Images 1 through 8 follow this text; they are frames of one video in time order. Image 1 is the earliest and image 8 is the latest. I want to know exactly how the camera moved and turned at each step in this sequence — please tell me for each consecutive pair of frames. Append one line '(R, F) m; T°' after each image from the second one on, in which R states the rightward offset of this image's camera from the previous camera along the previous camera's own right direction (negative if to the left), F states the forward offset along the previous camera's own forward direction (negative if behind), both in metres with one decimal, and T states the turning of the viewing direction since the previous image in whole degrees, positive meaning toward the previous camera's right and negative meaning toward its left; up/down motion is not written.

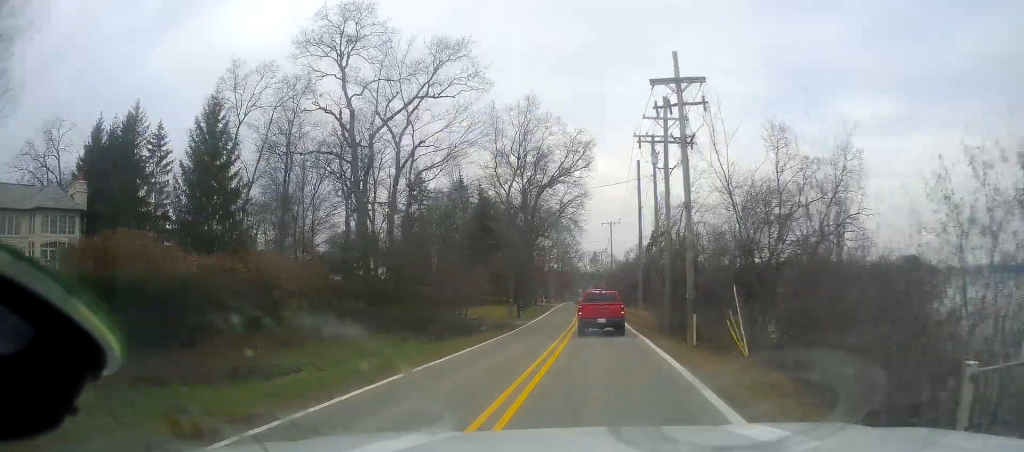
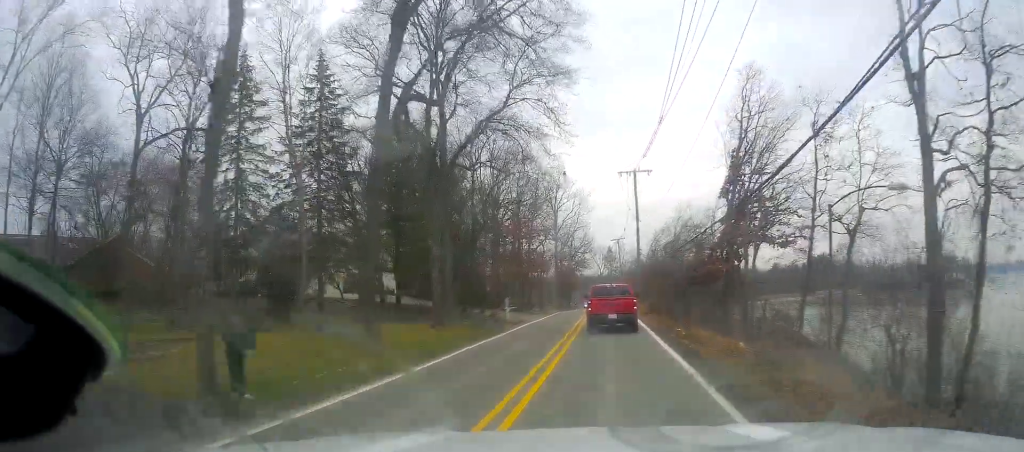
(+0.6, +39.5) m; 0°
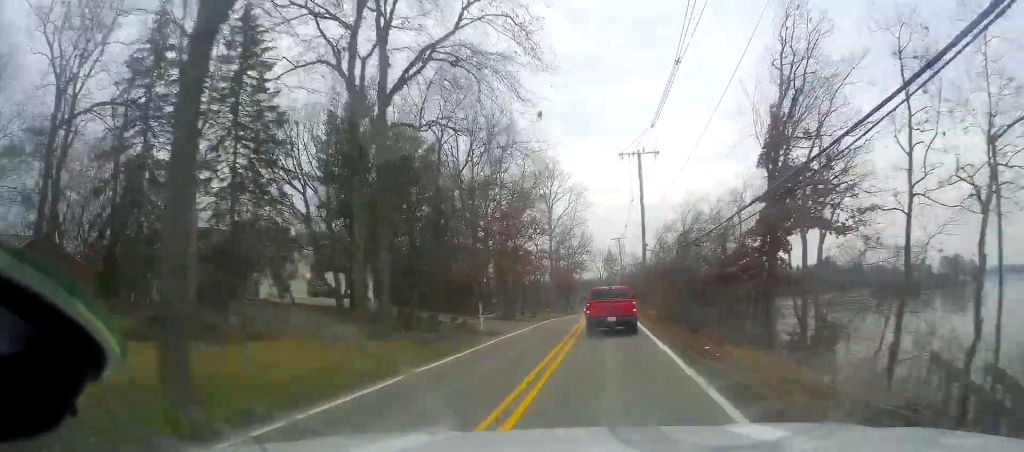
(-0.2, +8.1) m; -2°
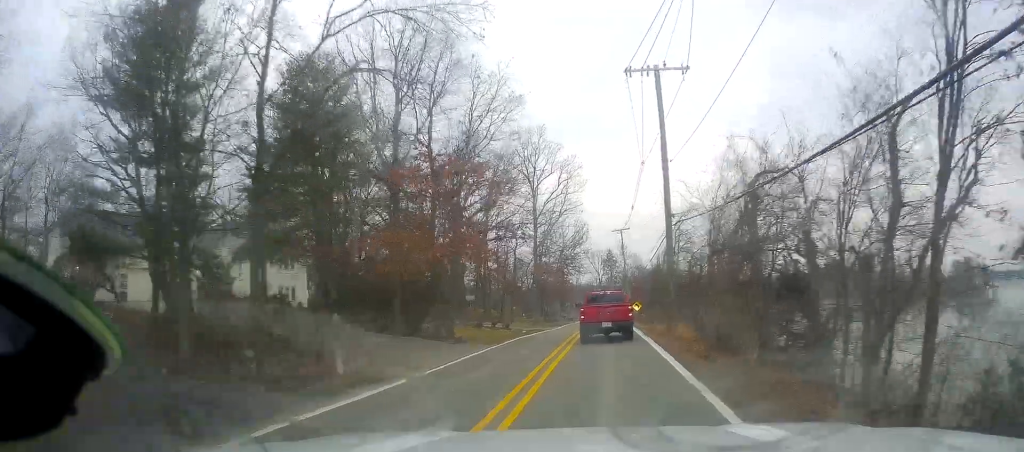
(-0.3, +17.4) m; 0°
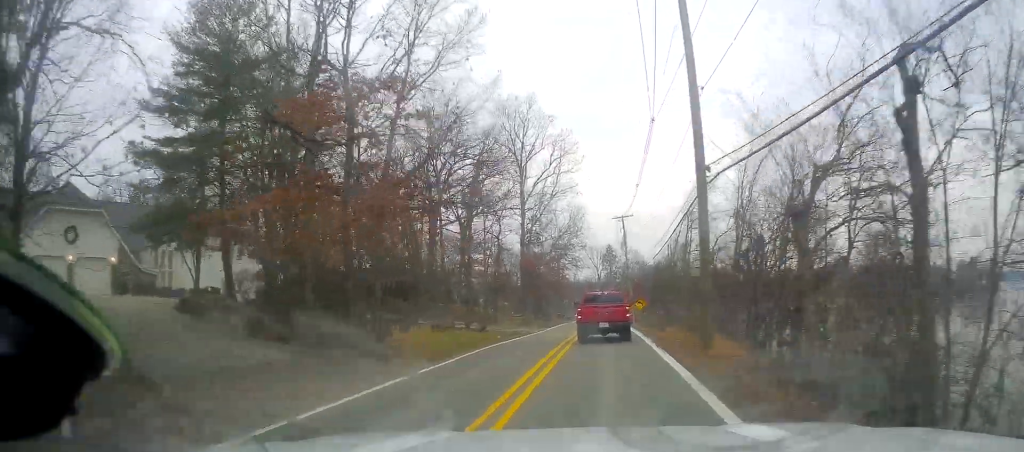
(+0.1, +9.0) m; +2°
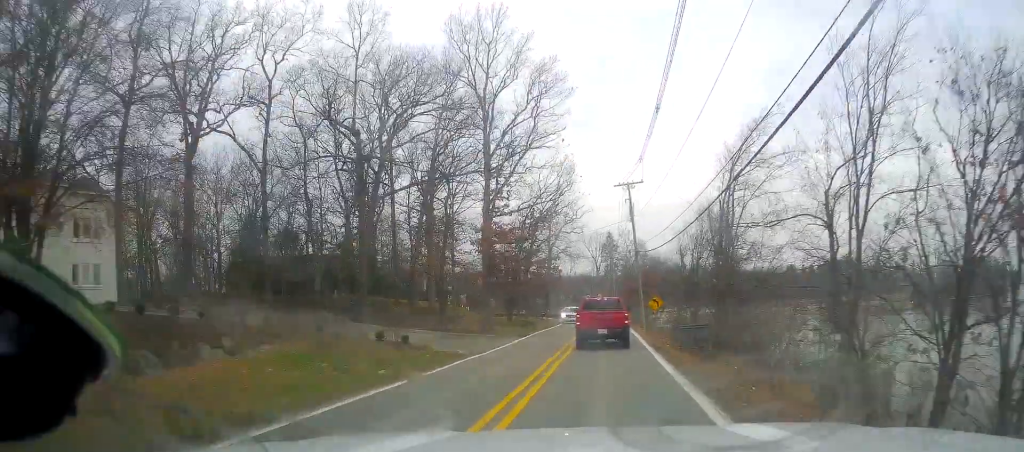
(+0.4, +16.6) m; +2°
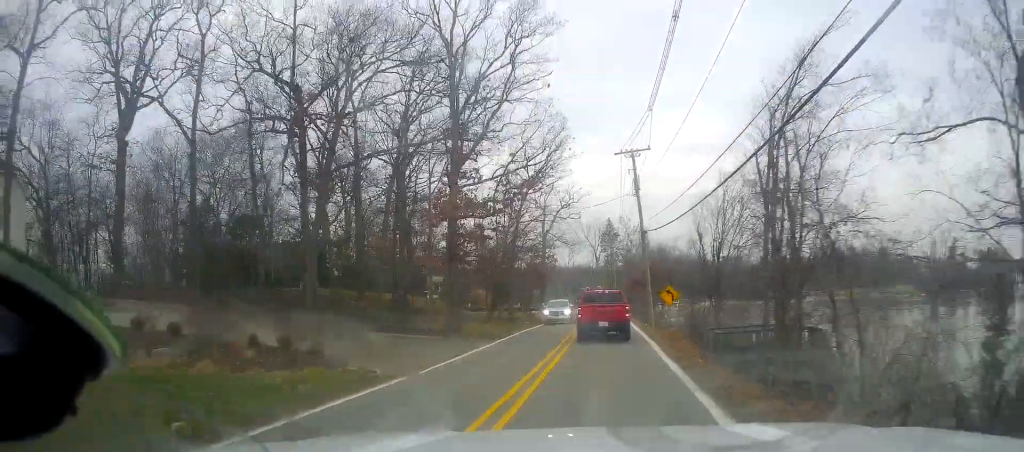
(0.0, +8.2) m; -1°
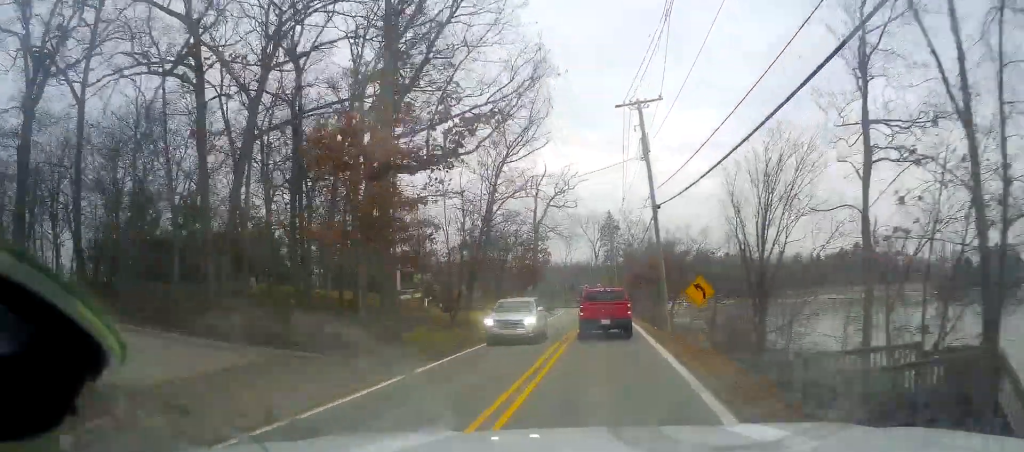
(-0.1, +9.5) m; -1°
